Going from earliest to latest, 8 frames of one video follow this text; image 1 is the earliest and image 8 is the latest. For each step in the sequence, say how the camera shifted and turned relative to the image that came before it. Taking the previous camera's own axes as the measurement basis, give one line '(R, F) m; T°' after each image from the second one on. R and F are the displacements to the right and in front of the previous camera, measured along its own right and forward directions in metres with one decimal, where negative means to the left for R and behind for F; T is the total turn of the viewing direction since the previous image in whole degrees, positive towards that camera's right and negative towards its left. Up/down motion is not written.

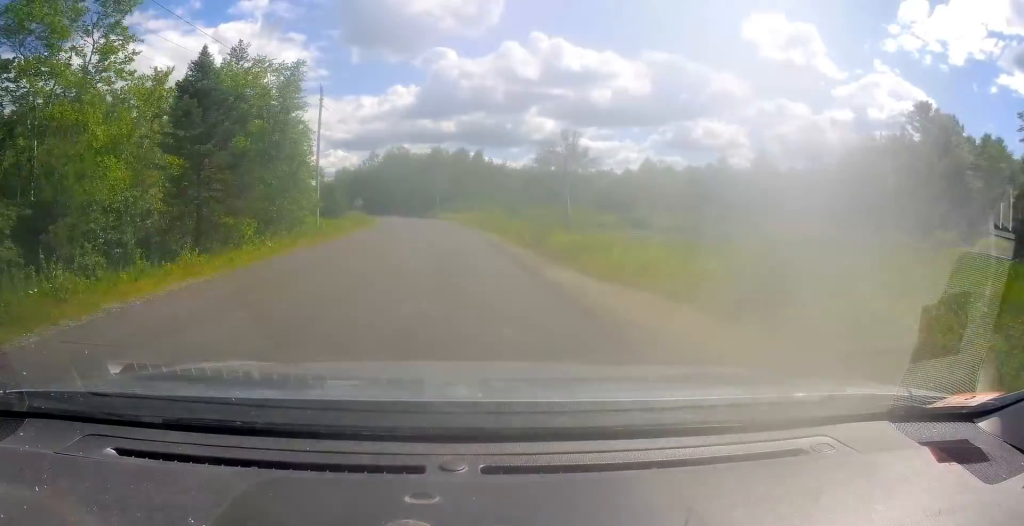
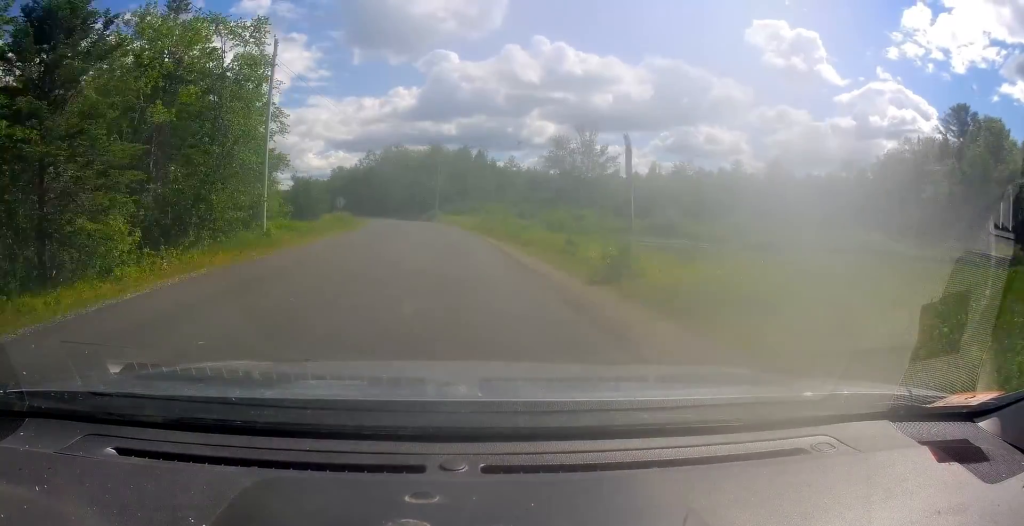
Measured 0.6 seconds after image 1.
(0.0, +9.5) m; -1°
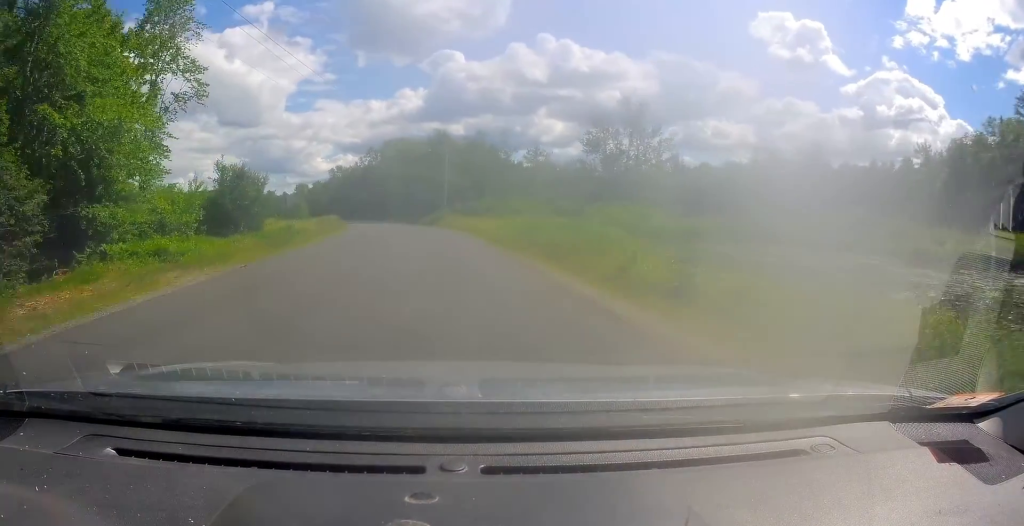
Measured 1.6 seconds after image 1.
(-0.4, +18.9) m; -1°
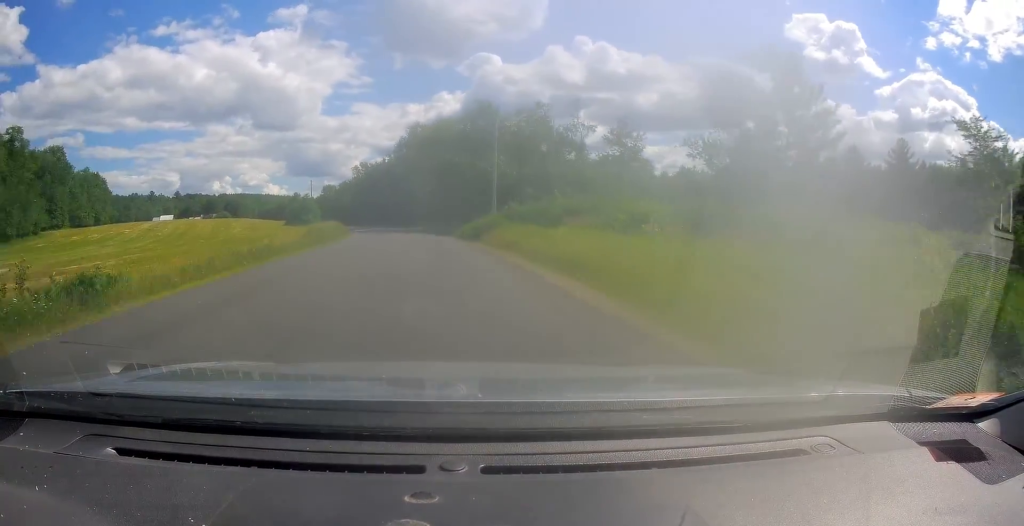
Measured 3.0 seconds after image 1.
(-0.5, +24.7) m; -4°
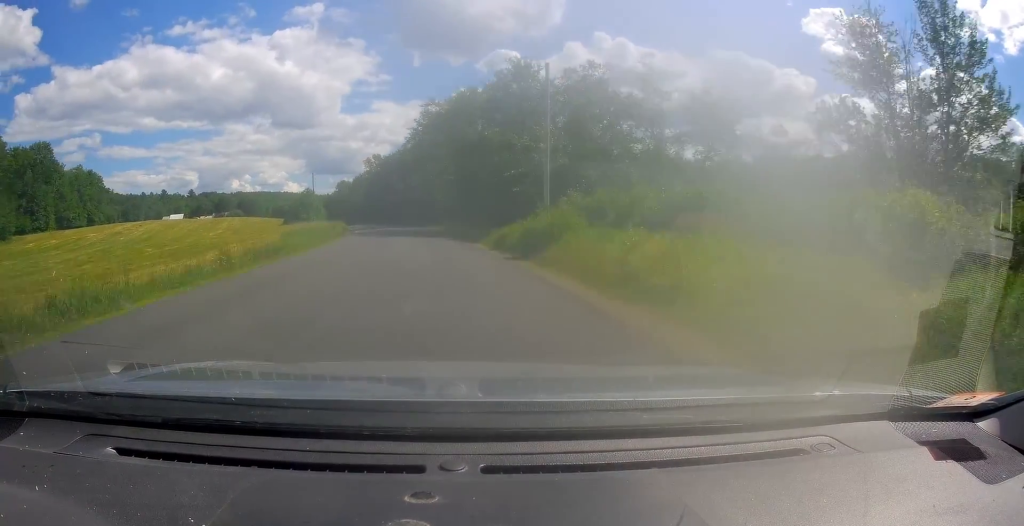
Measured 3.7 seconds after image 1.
(-0.3, +14.3) m; -3°
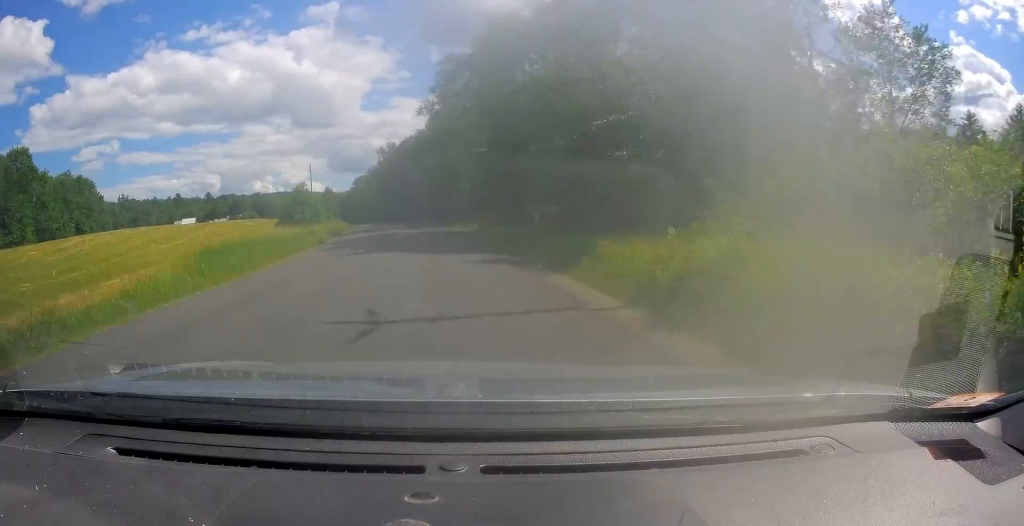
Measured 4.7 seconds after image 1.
(-0.6, +18.2) m; -3°
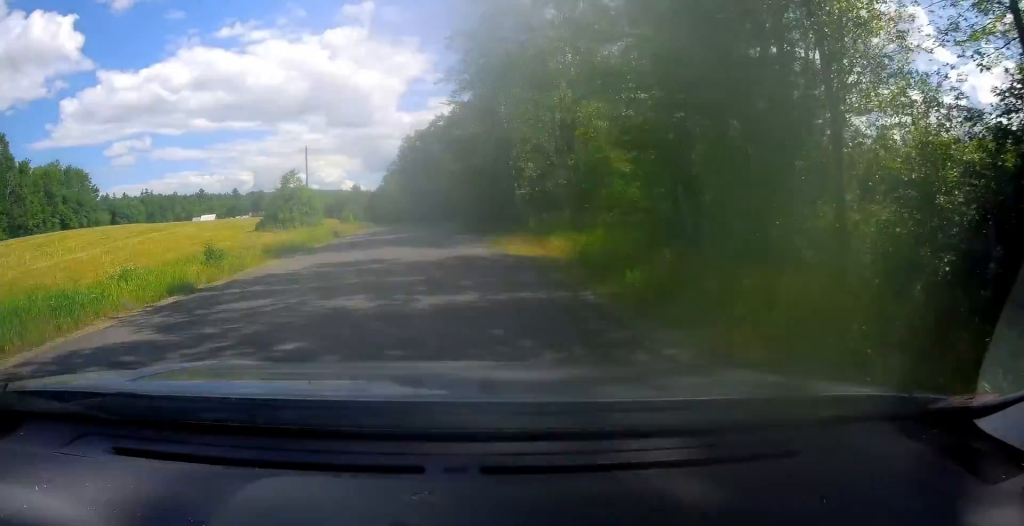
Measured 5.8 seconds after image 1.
(-0.4, +20.8) m; -3°
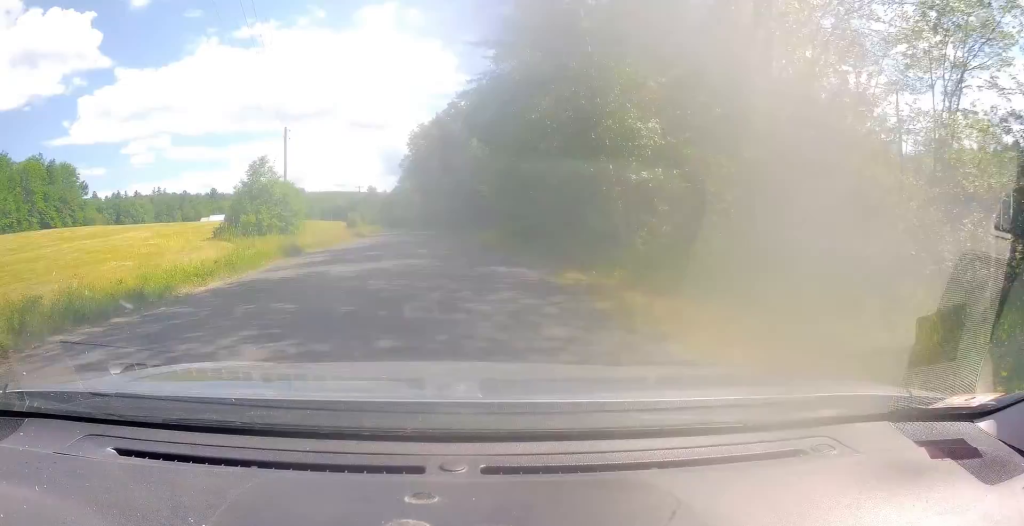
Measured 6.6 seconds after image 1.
(-0.2, +14.8) m; -3°
